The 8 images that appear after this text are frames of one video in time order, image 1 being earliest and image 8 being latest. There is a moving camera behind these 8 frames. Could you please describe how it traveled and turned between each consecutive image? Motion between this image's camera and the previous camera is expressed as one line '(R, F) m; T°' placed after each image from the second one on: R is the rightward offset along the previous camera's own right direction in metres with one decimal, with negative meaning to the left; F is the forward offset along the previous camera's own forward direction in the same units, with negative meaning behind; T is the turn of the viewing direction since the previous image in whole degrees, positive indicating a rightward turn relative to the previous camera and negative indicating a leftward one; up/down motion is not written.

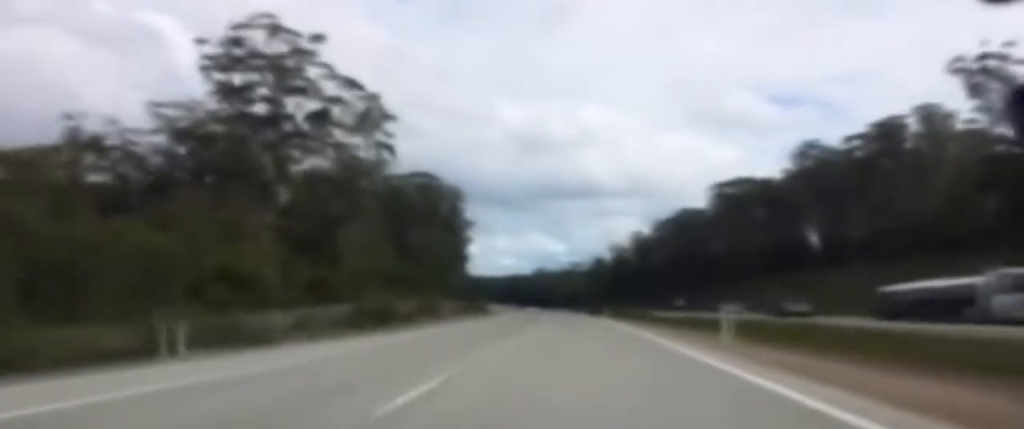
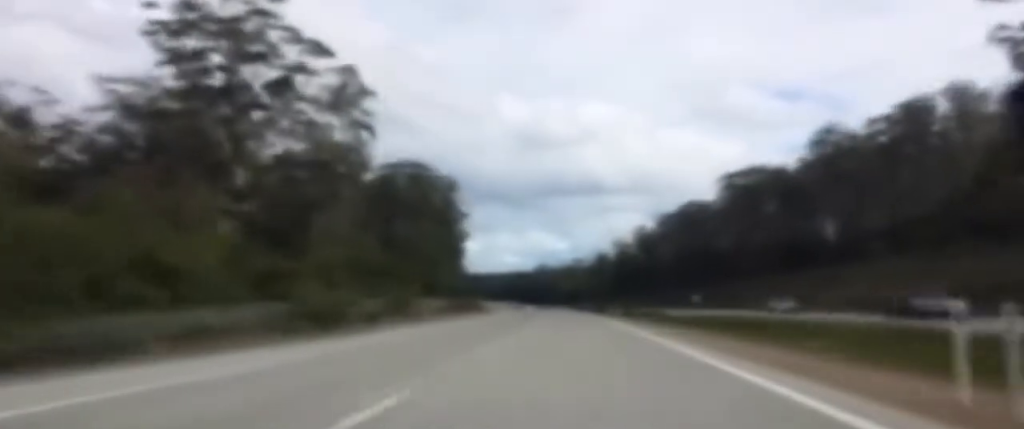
(0.0, +13.2) m; -1°
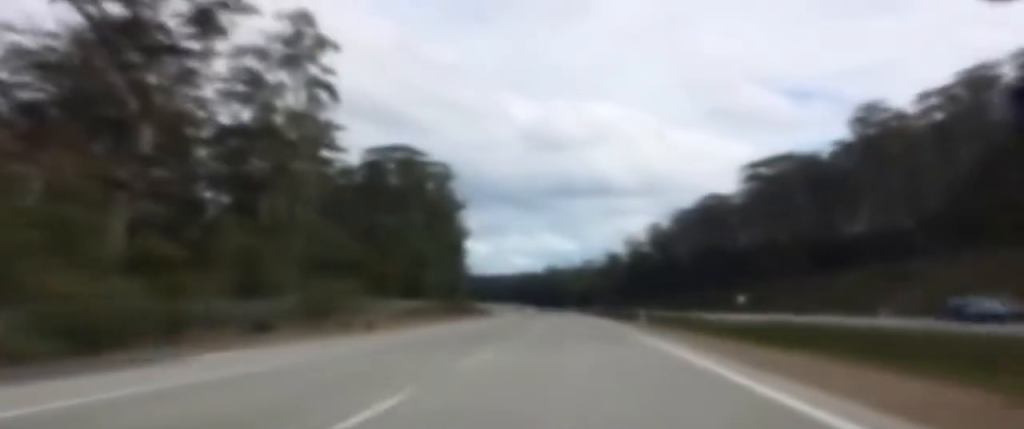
(-0.3, +22.3) m; -1°
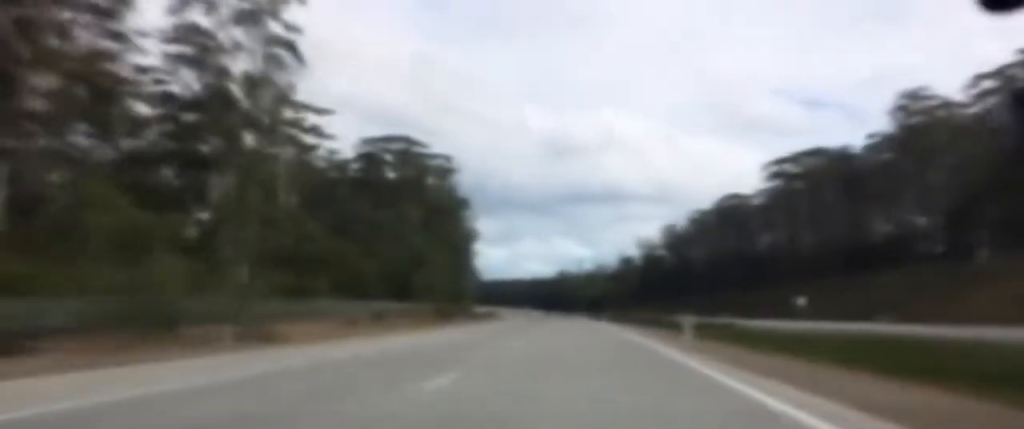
(-0.1, +18.3) m; -1°
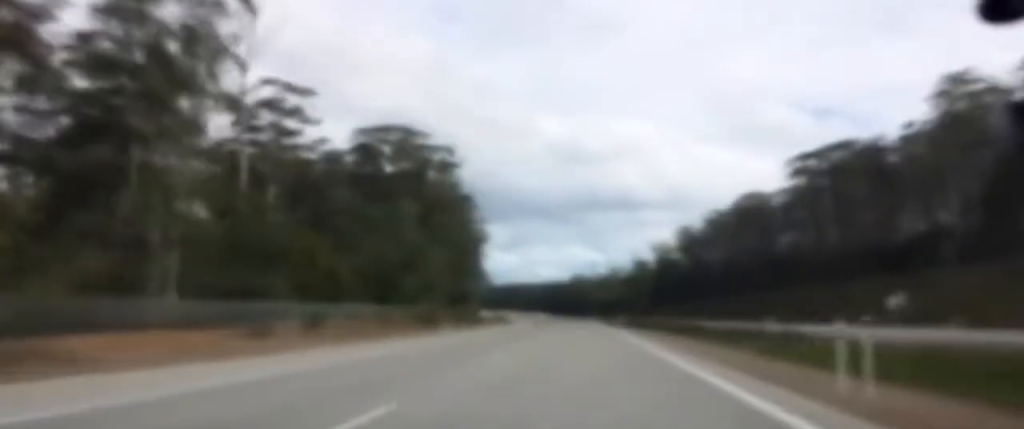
(0.0, +16.3) m; 0°
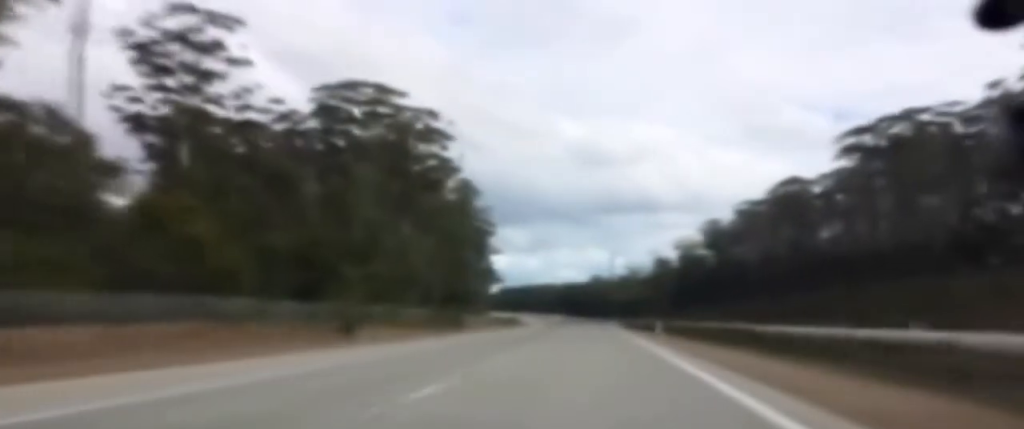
(-0.2, +29.5) m; 0°
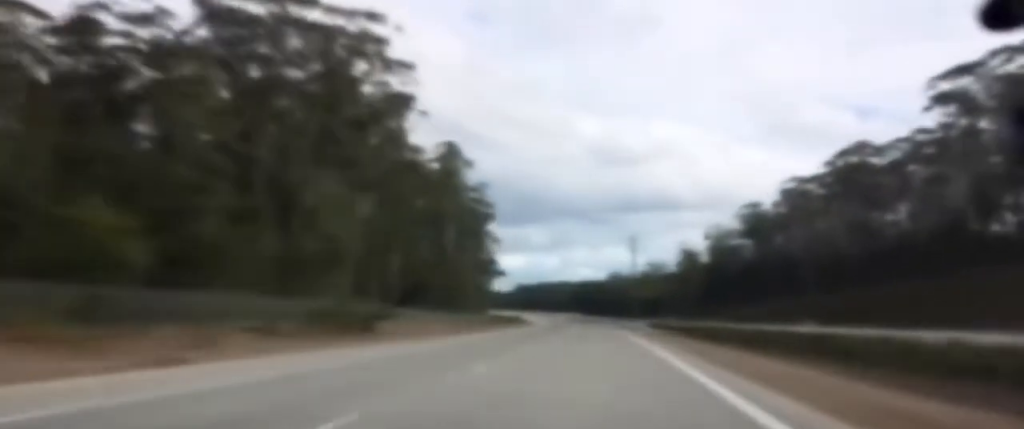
(-0.1, +39.6) m; 0°
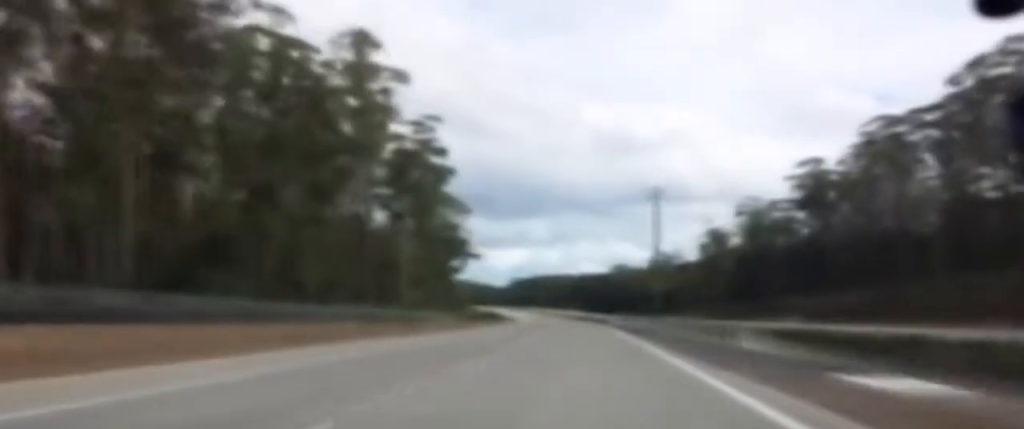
(0.0, +56.7) m; 0°
